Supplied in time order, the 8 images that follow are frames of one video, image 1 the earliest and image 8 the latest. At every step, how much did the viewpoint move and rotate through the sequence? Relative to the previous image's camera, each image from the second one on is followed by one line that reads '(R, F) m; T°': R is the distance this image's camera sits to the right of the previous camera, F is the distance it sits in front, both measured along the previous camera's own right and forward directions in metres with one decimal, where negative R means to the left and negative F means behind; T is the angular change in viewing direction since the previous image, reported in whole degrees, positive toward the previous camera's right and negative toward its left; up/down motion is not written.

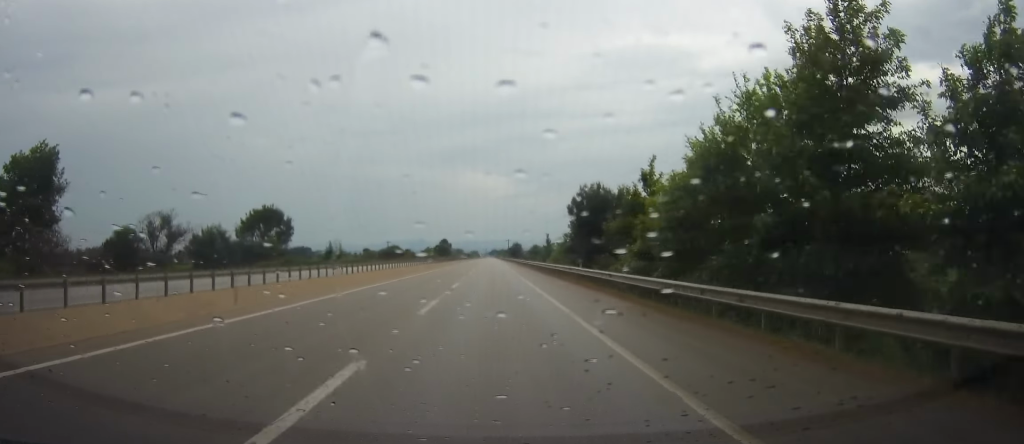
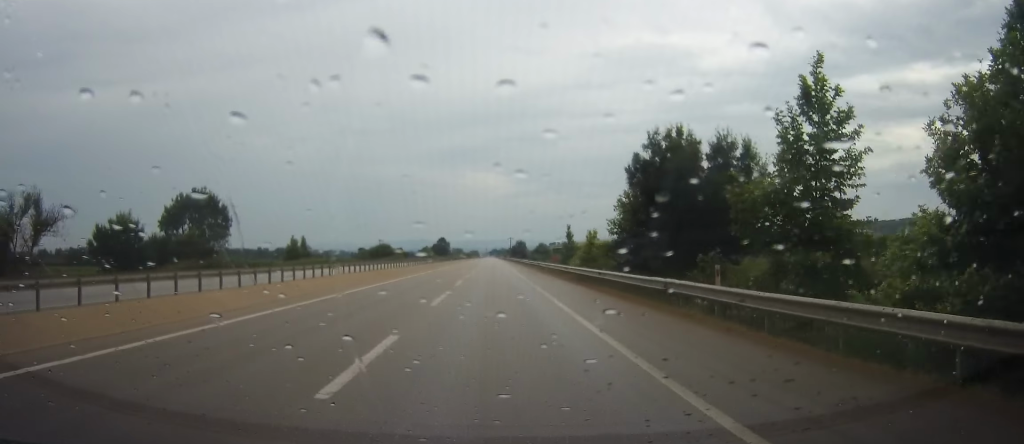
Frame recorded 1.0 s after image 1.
(+0.3, +22.0) m; -1°
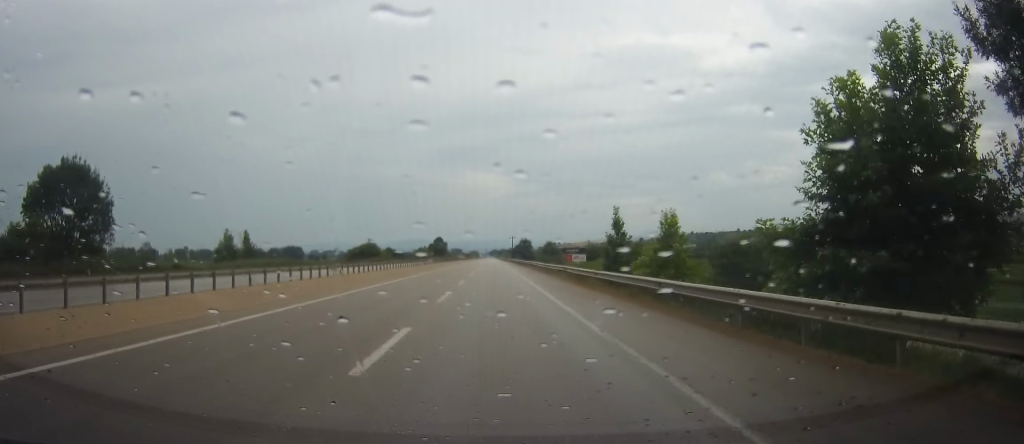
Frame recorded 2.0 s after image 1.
(-0.8, +22.7) m; -1°
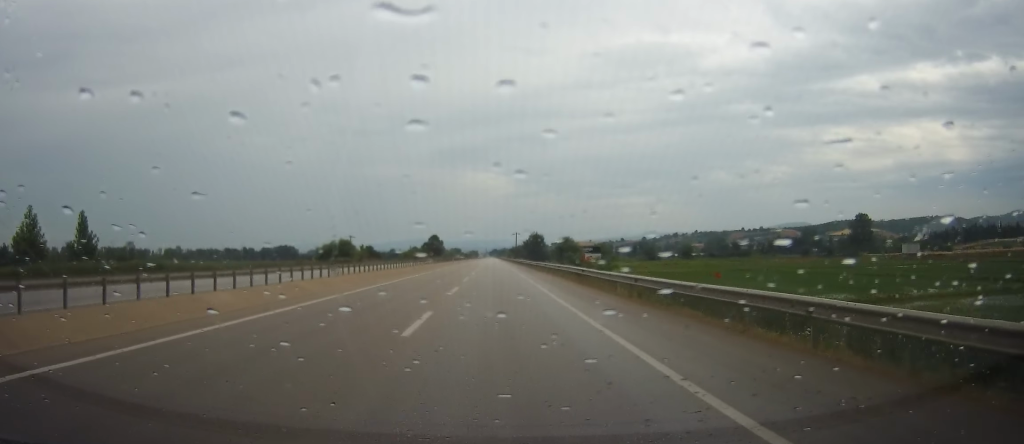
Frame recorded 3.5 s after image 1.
(+0.7, +32.8) m; +1°
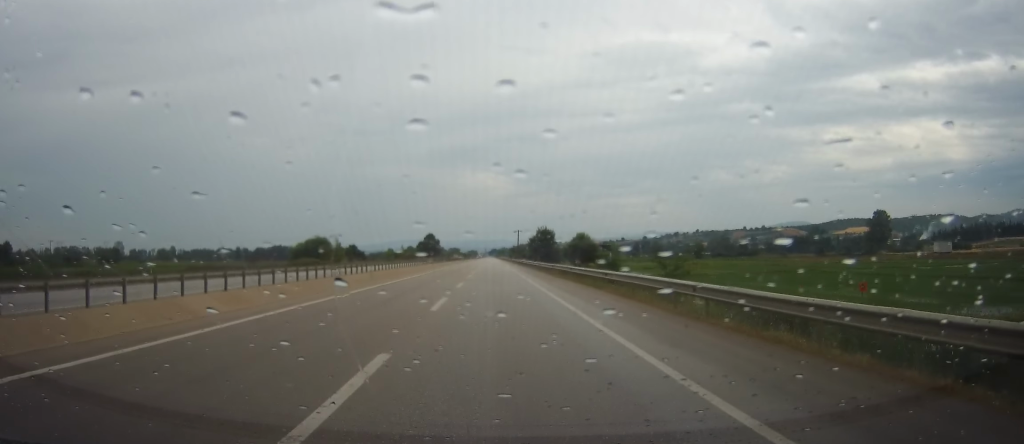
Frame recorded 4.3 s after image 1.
(+0.1, +18.9) m; 0°
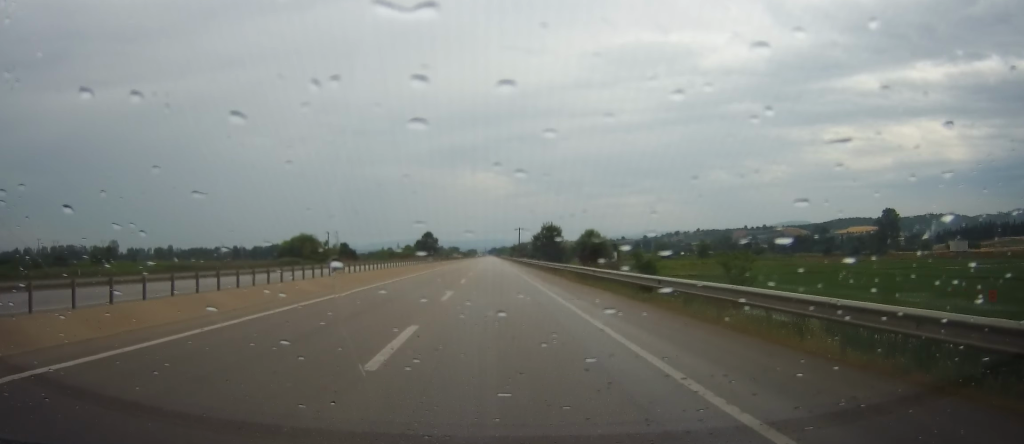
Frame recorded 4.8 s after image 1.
(+0.1, +9.1) m; -1°
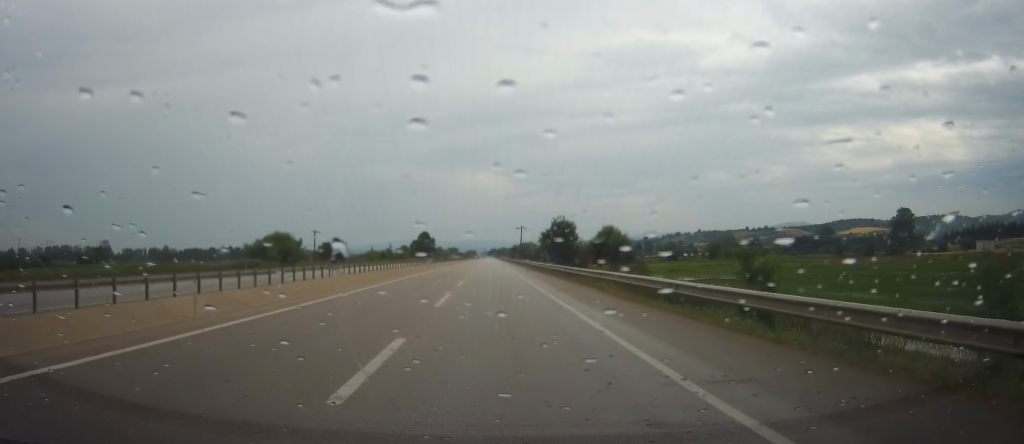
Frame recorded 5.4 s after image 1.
(-0.2, +13.3) m; -1°
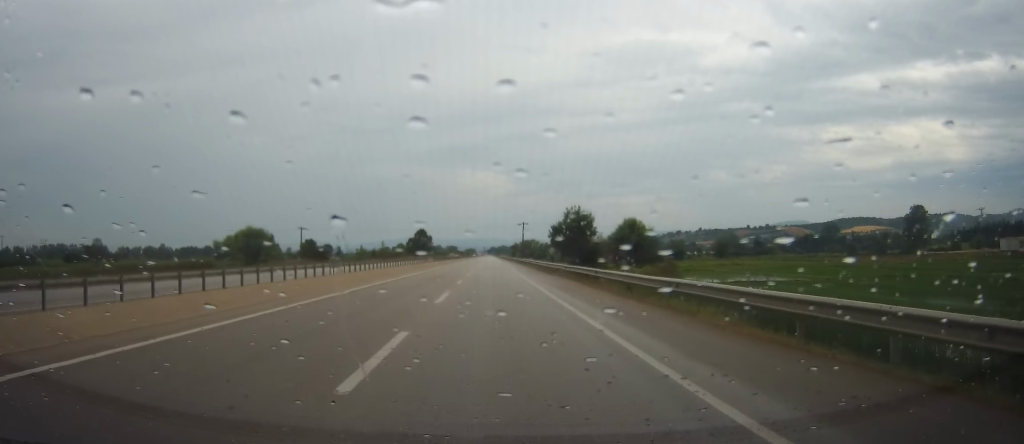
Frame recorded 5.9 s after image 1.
(-0.2, +11.8) m; -1°
